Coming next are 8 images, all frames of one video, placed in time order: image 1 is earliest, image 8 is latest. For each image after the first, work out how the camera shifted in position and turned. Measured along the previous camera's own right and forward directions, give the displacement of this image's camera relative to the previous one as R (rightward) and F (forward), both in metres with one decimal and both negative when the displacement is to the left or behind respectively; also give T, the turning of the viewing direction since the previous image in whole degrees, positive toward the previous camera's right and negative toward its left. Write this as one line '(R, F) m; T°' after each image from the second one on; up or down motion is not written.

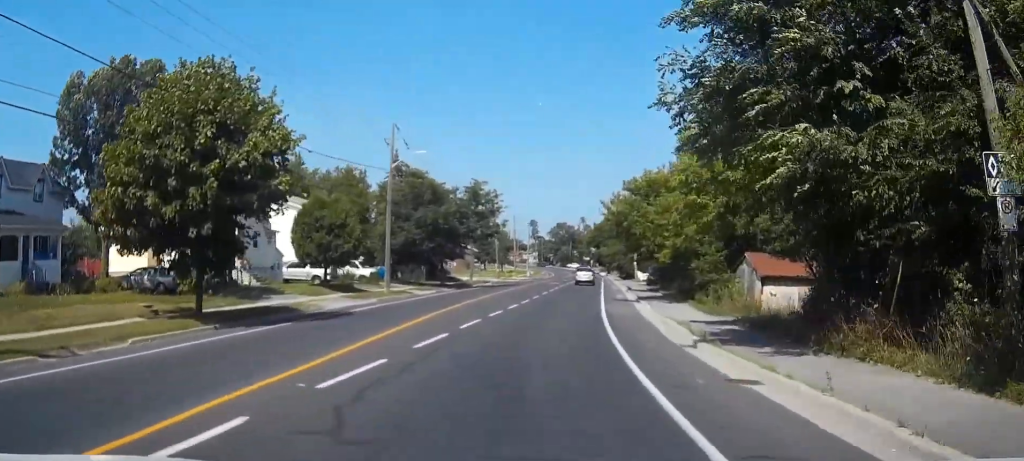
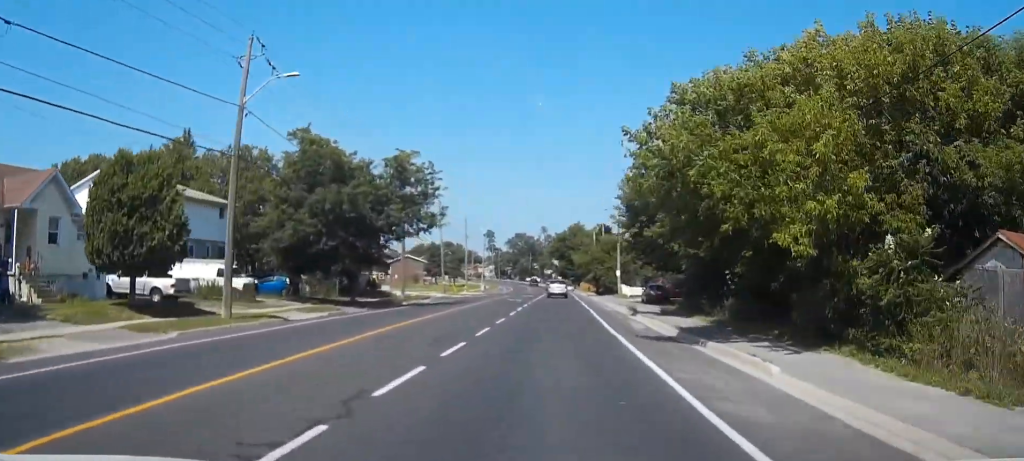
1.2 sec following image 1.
(+0.7, +20.8) m; +3°
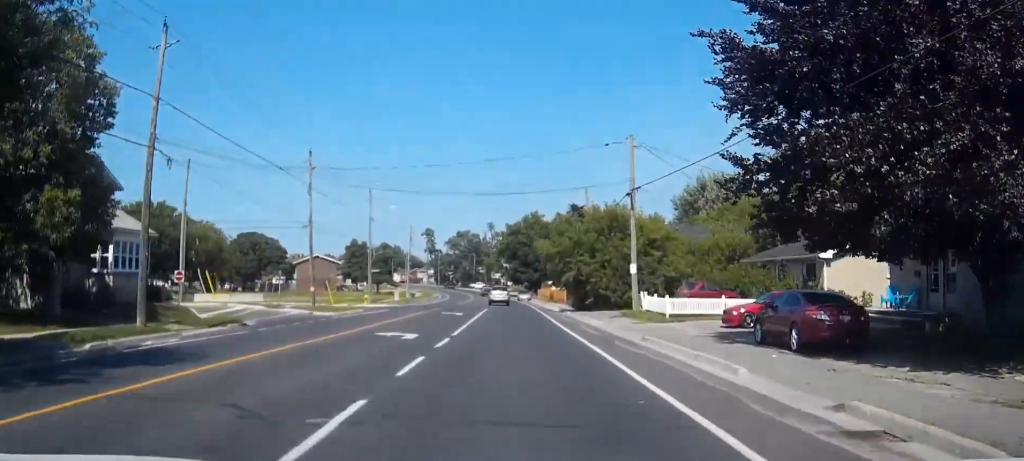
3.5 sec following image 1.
(+1.3, +37.4) m; +3°
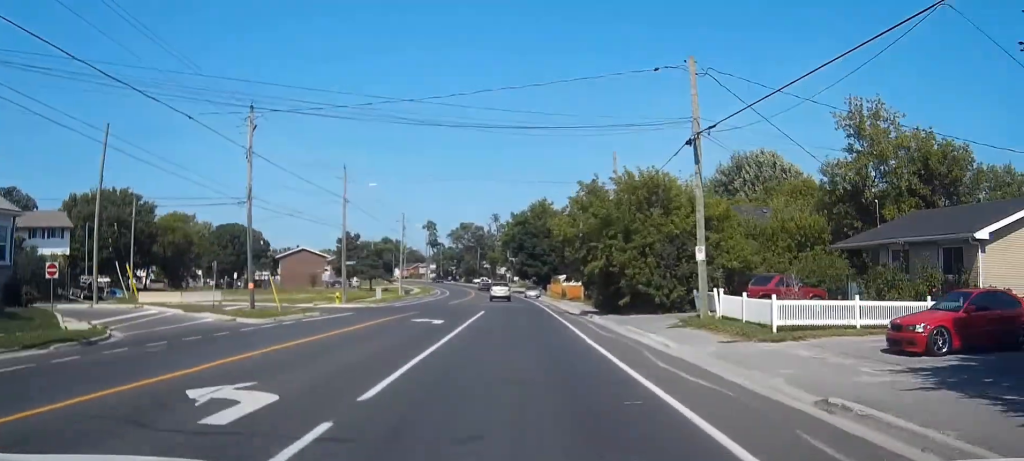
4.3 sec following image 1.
(+0.1, +13.2) m; 0°
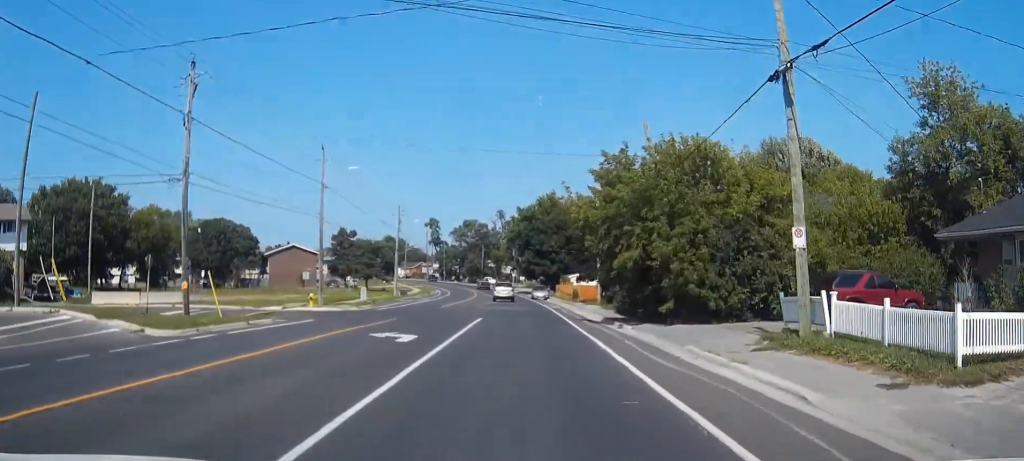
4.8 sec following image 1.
(0.0, +8.2) m; 0°
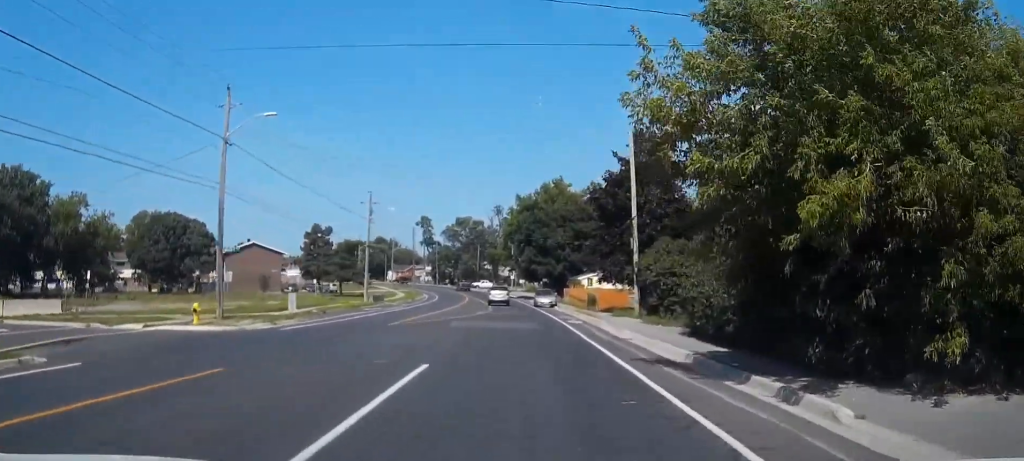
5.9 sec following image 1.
(+0.1, +17.7) m; 0°
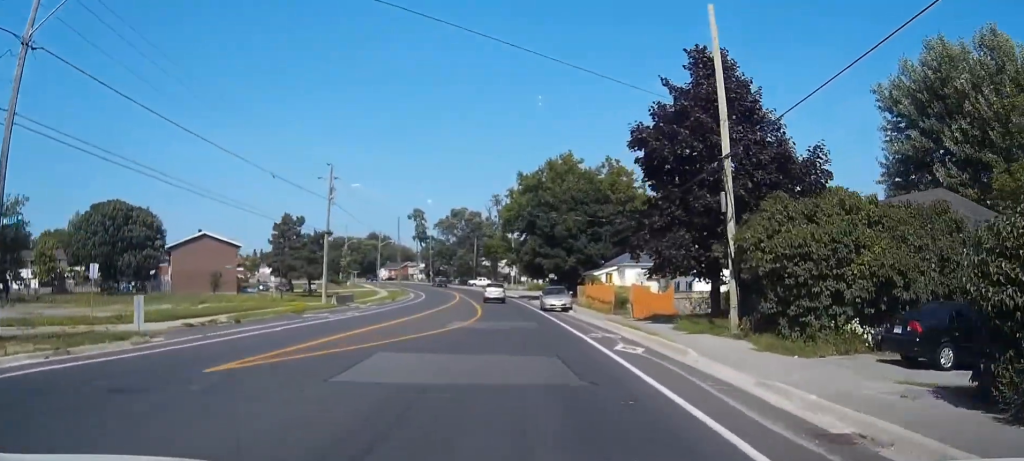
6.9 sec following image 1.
(-0.1, +16.5) m; -1°
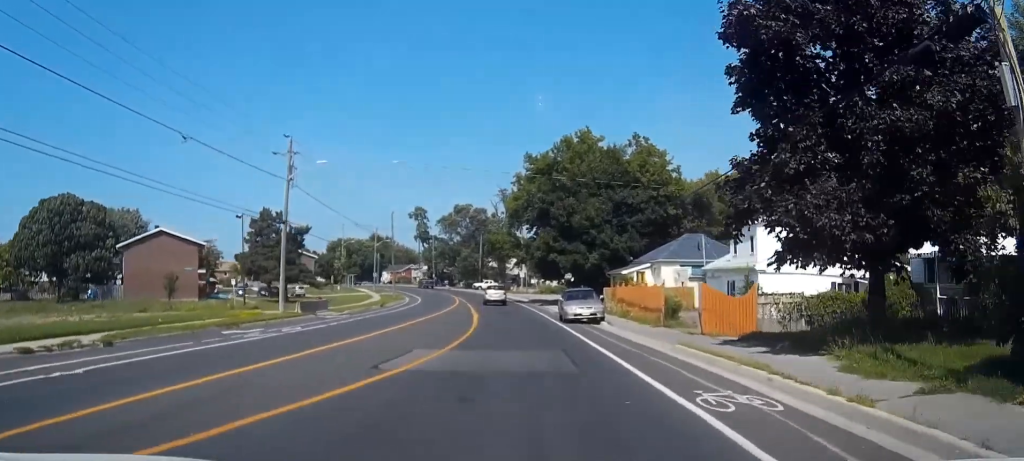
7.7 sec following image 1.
(0.0, +12.8) m; -1°
